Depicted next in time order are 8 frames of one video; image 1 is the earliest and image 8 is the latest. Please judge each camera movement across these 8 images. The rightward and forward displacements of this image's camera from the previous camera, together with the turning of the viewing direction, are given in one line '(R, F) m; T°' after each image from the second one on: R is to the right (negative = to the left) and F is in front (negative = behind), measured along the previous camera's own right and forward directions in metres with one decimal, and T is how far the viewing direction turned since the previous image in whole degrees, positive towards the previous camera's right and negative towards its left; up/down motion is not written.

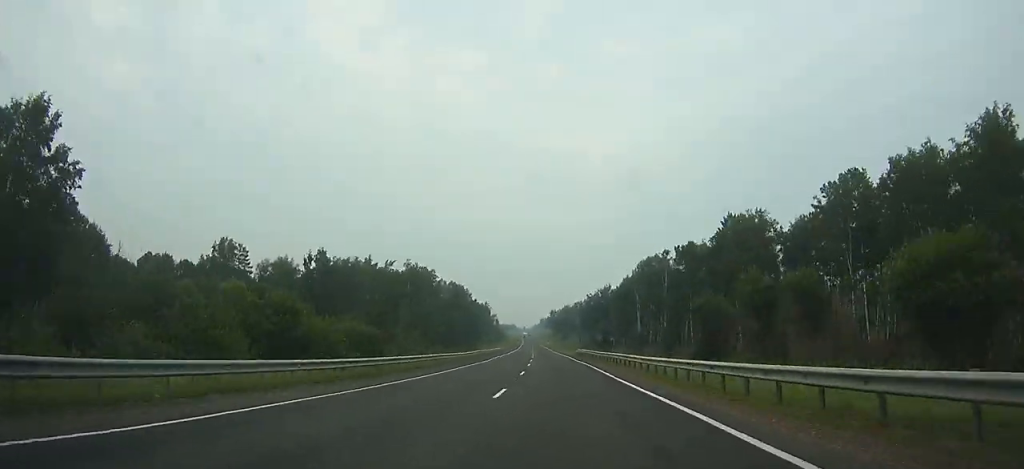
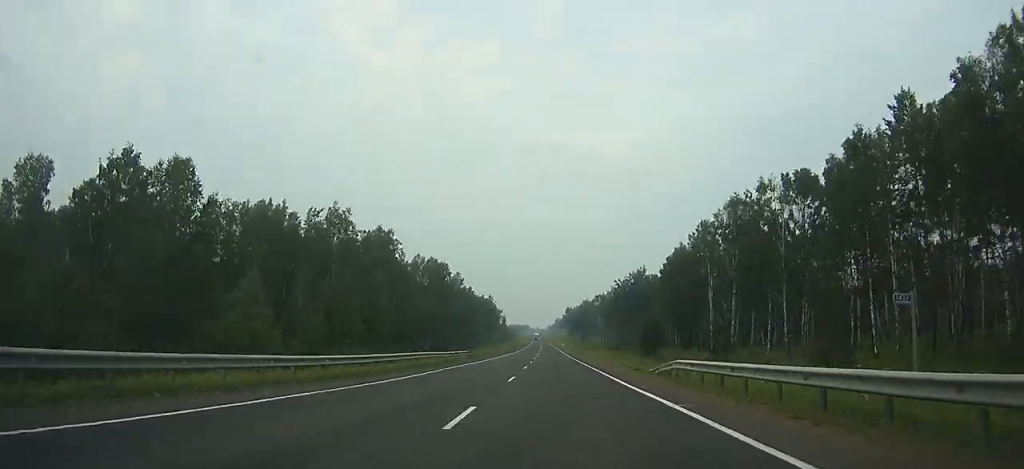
(-1.1, +52.1) m; -1°
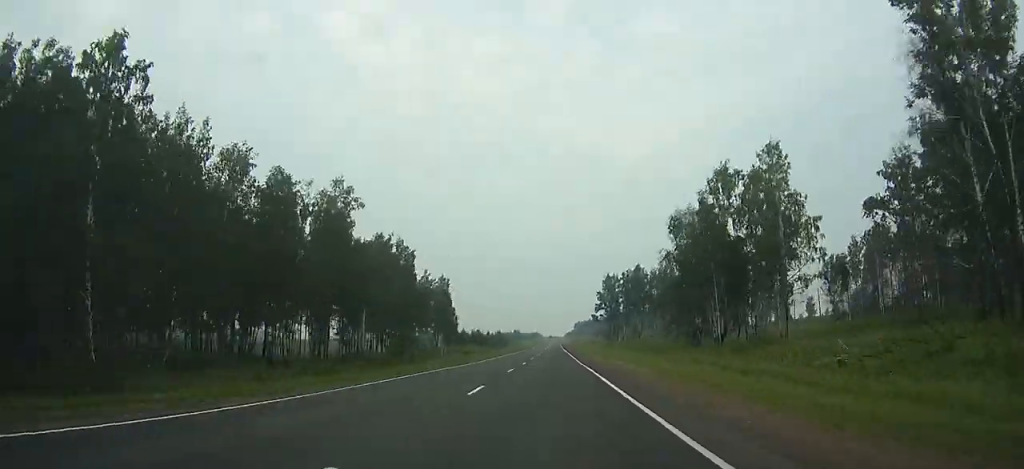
(-5.1, +220.5) m; -2°
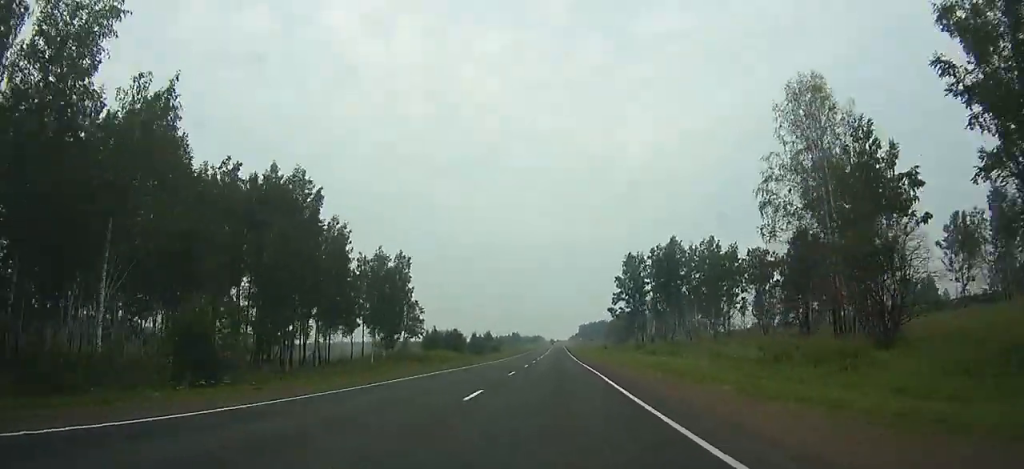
(-0.2, +49.7) m; 0°
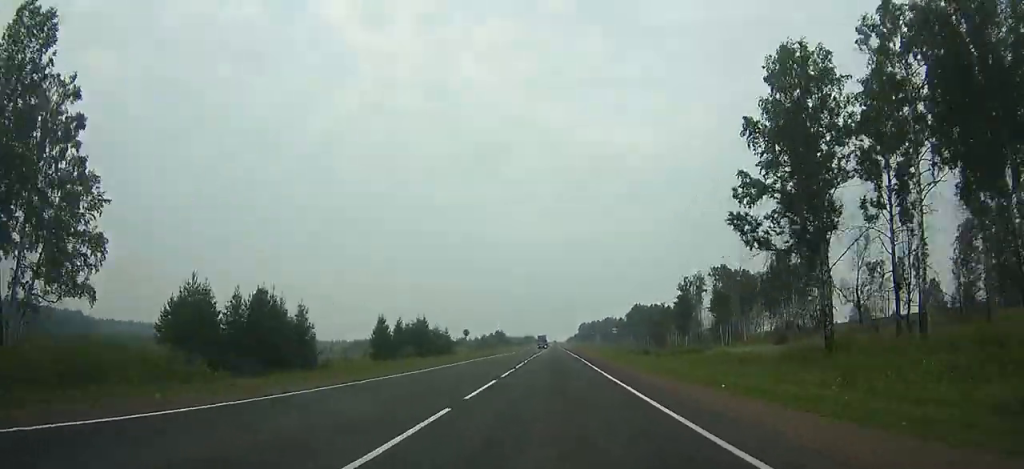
(-0.1, +95.2) m; 0°
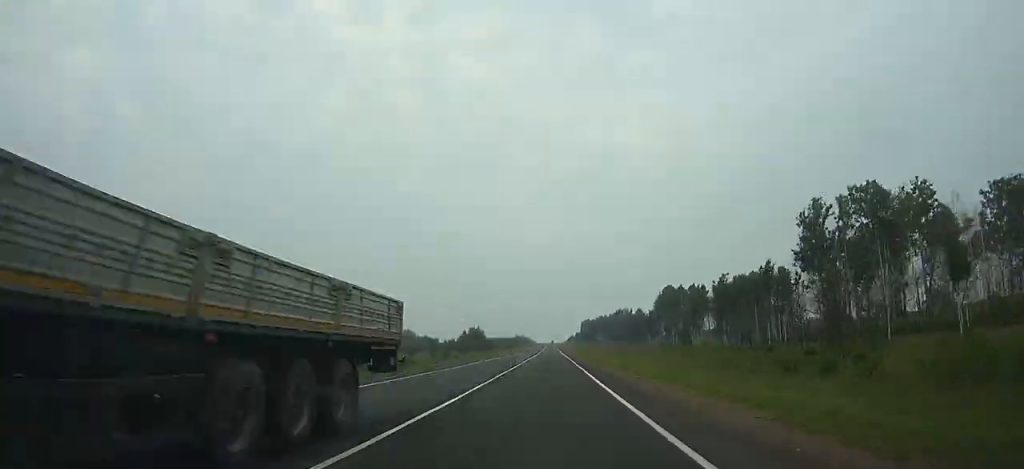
(+0.2, +93.0) m; 0°
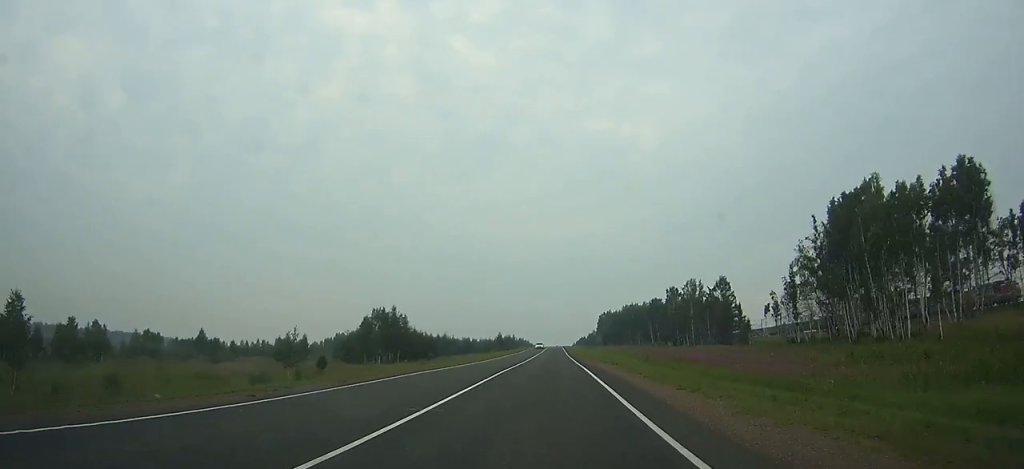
(-0.2, +132.4) m; 0°
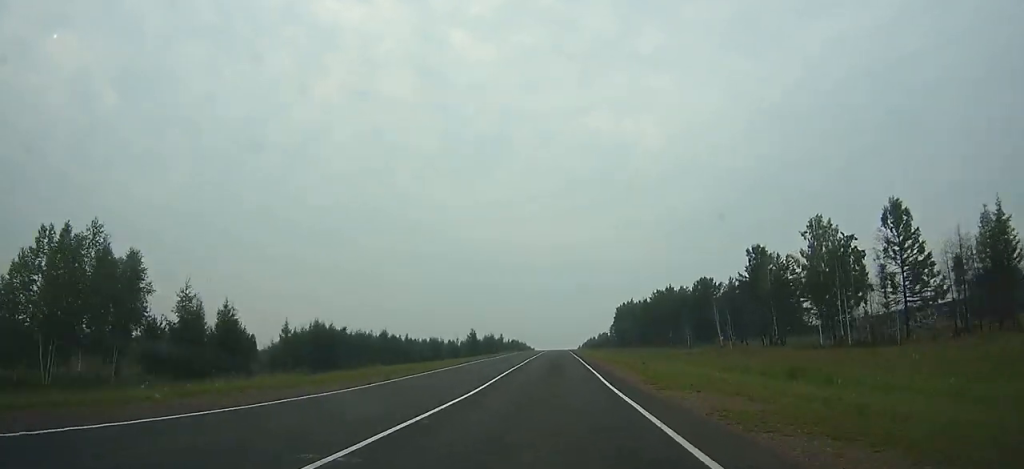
(-0.2, +81.0) m; 0°
